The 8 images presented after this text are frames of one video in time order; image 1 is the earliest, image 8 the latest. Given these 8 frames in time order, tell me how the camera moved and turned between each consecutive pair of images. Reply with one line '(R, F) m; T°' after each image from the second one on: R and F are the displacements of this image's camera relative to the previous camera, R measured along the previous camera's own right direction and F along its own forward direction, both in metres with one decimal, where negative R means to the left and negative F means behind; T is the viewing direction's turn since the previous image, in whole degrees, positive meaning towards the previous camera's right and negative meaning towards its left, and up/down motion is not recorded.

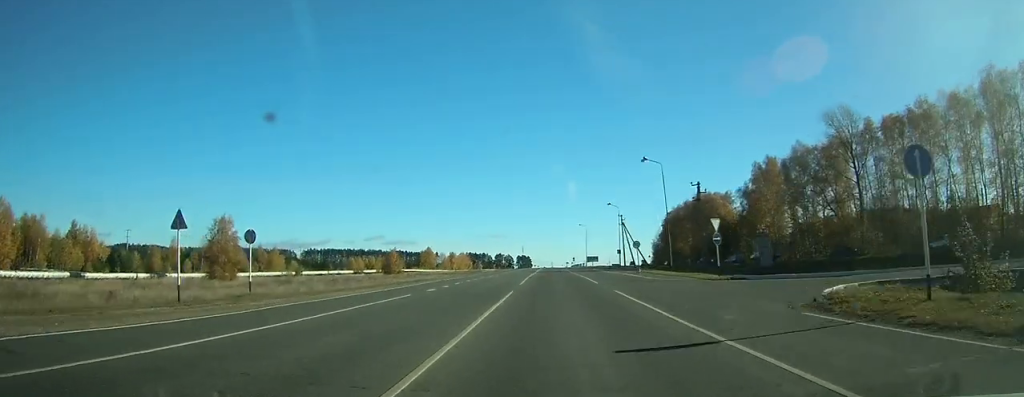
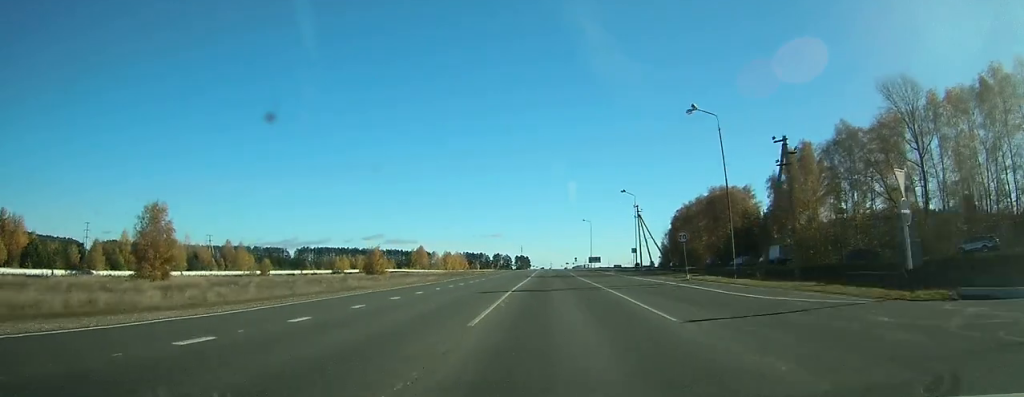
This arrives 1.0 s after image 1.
(+0.1, +18.8) m; 0°
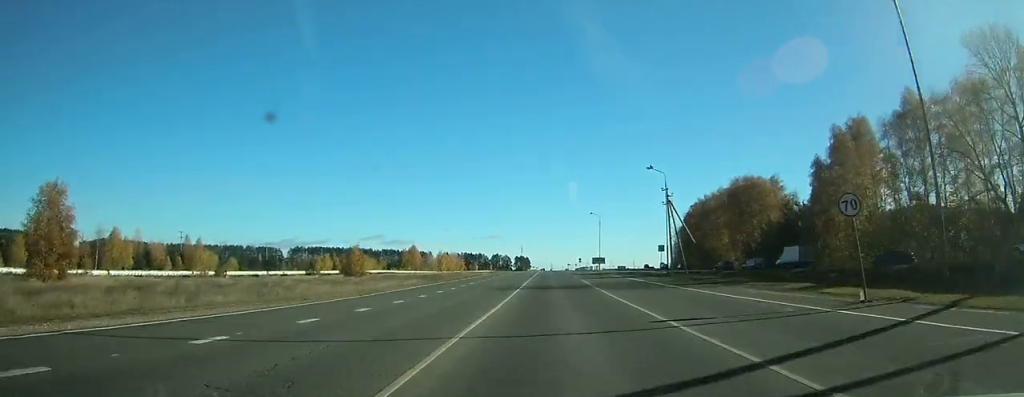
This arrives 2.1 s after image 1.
(+0.1, +20.1) m; 0°
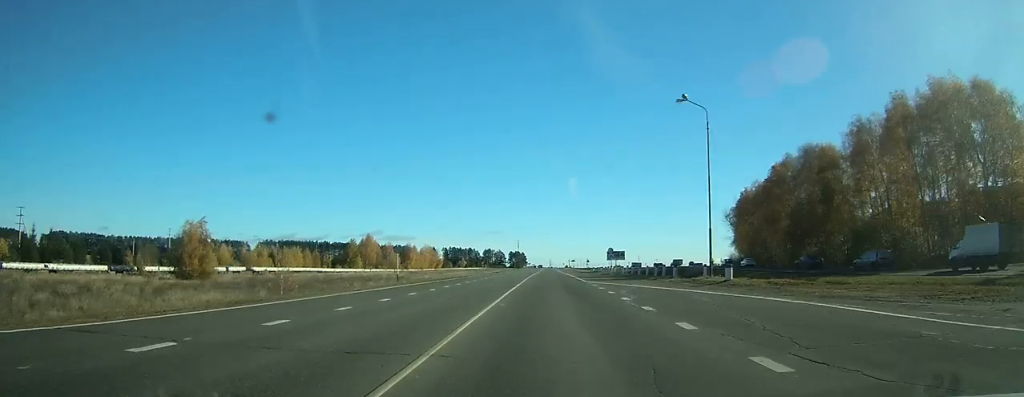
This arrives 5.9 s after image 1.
(-0.4, +74.4) m; 0°
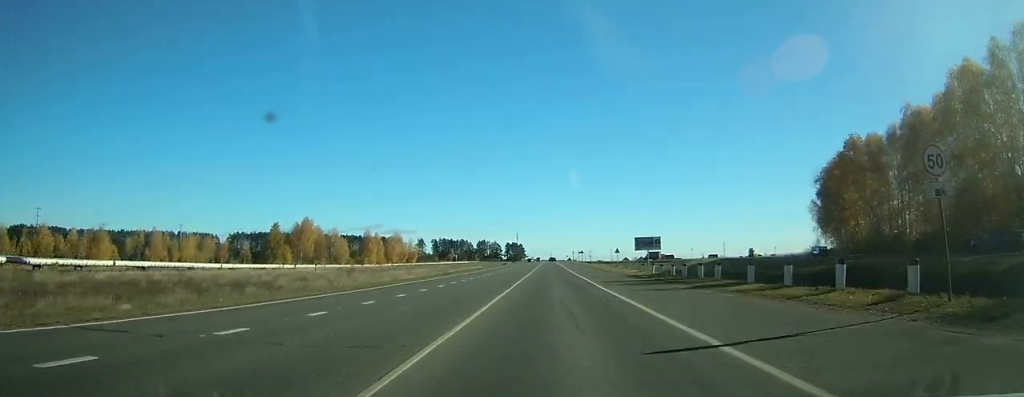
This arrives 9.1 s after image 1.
(+0.1, +62.6) m; 0°
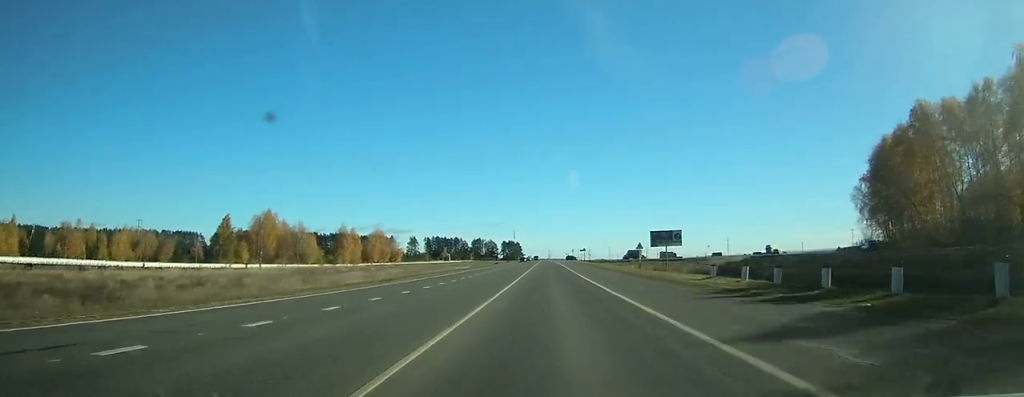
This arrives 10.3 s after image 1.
(-0.1, +23.4) m; 0°
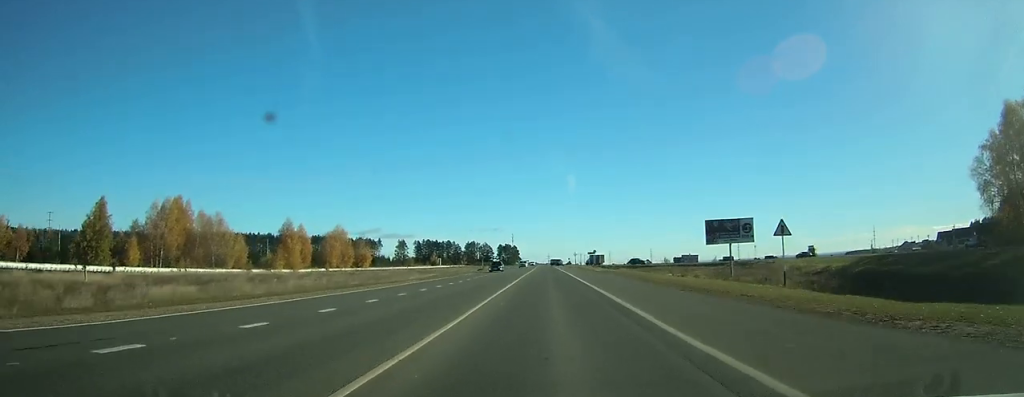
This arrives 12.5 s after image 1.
(+0.3, +41.2) m; 0°
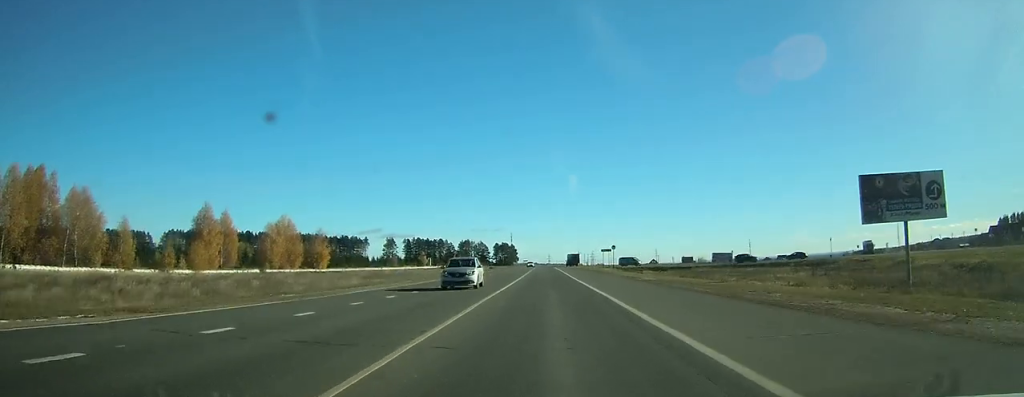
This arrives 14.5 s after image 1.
(-0.1, +37.9) m; 0°
